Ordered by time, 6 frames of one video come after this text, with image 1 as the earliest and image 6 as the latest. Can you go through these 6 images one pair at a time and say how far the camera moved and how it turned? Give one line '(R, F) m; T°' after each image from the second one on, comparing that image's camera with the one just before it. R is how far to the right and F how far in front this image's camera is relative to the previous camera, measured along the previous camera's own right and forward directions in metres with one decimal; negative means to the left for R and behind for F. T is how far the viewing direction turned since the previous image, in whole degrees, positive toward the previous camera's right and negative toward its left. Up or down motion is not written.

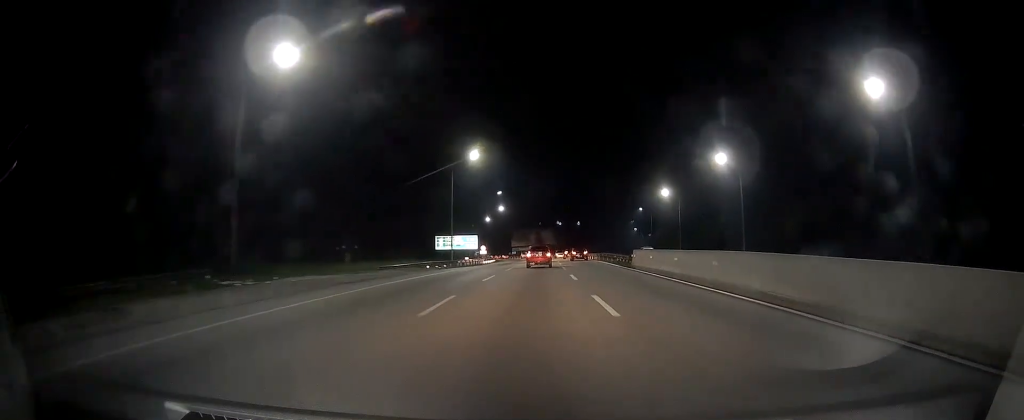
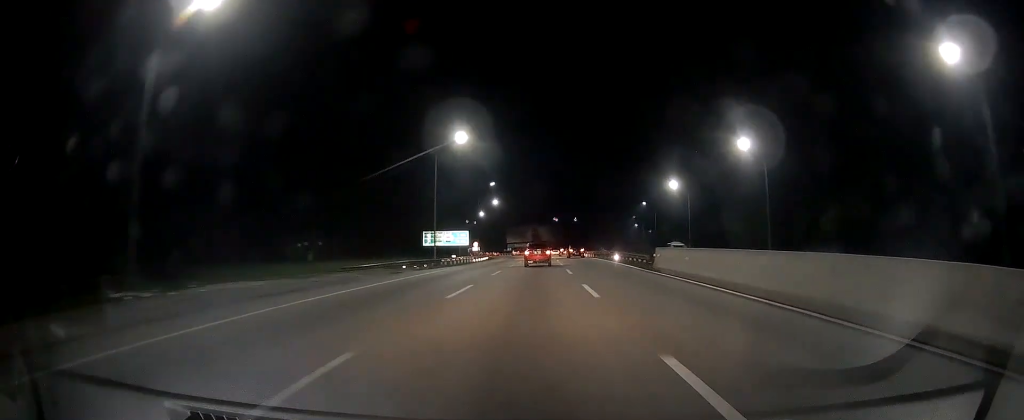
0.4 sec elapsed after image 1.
(+0.2, +8.7) m; 0°
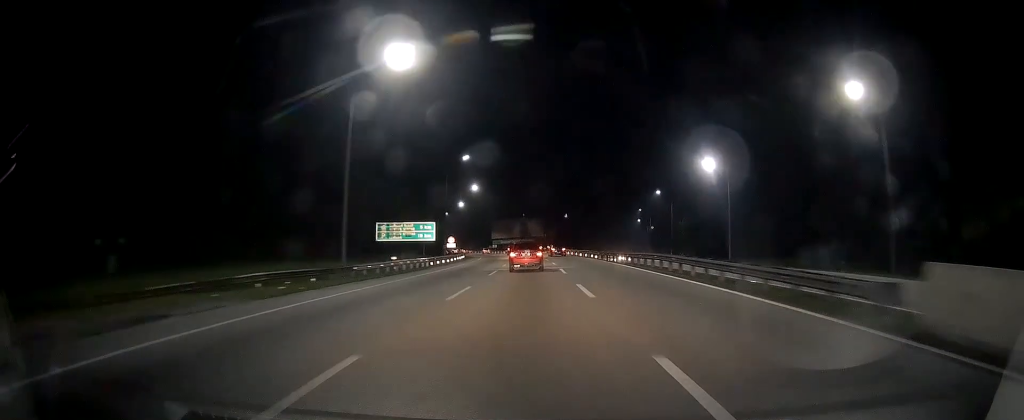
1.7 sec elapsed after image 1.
(+0.1, +24.2) m; 0°
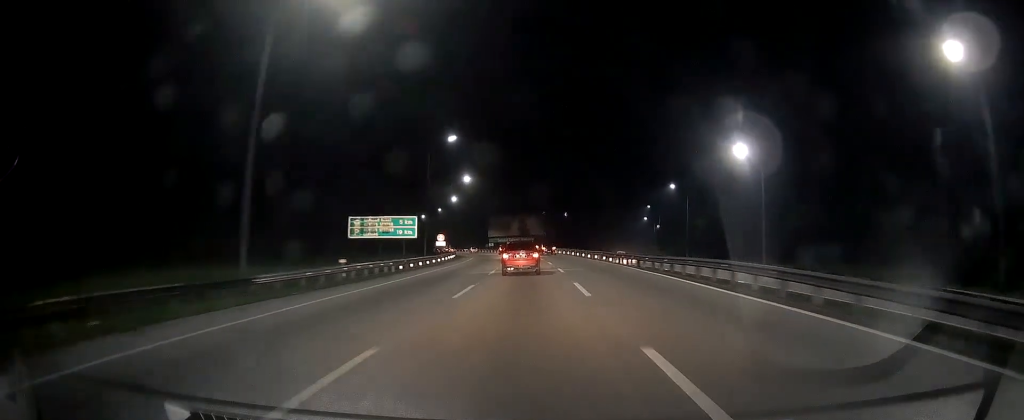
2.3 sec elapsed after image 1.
(0.0, +11.4) m; 0°
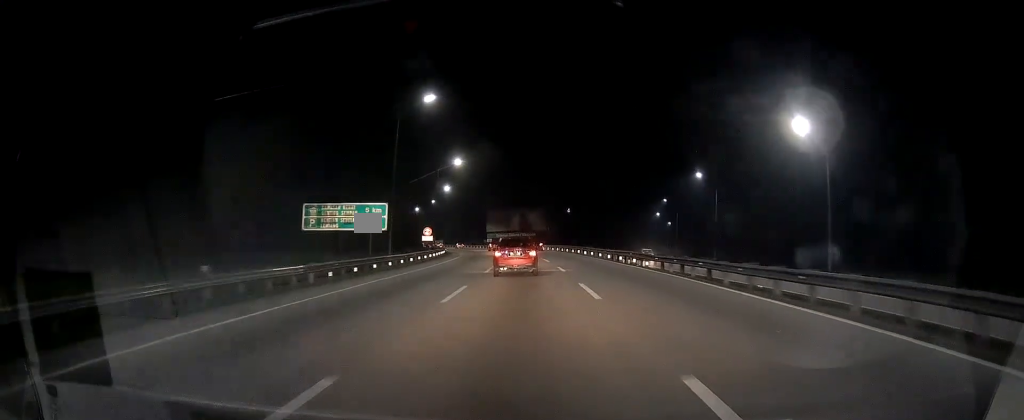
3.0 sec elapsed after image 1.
(+0.2, +14.1) m; 0°
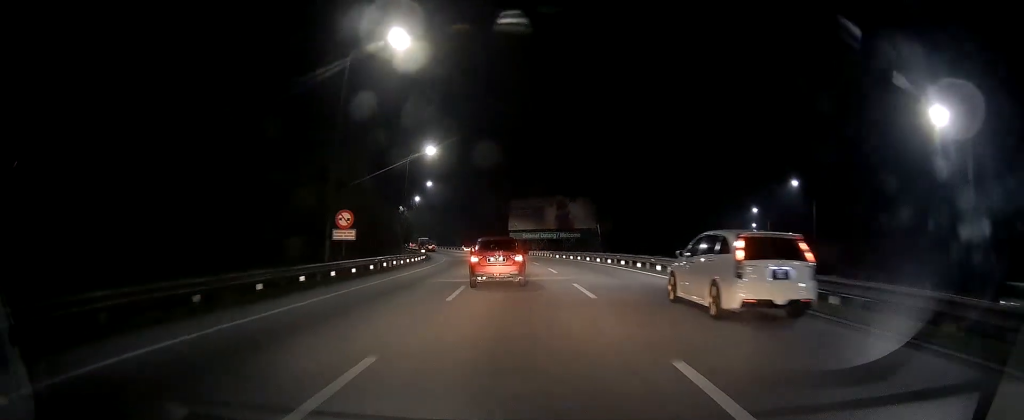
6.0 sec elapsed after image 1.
(-0.6, +49.6) m; -2°
